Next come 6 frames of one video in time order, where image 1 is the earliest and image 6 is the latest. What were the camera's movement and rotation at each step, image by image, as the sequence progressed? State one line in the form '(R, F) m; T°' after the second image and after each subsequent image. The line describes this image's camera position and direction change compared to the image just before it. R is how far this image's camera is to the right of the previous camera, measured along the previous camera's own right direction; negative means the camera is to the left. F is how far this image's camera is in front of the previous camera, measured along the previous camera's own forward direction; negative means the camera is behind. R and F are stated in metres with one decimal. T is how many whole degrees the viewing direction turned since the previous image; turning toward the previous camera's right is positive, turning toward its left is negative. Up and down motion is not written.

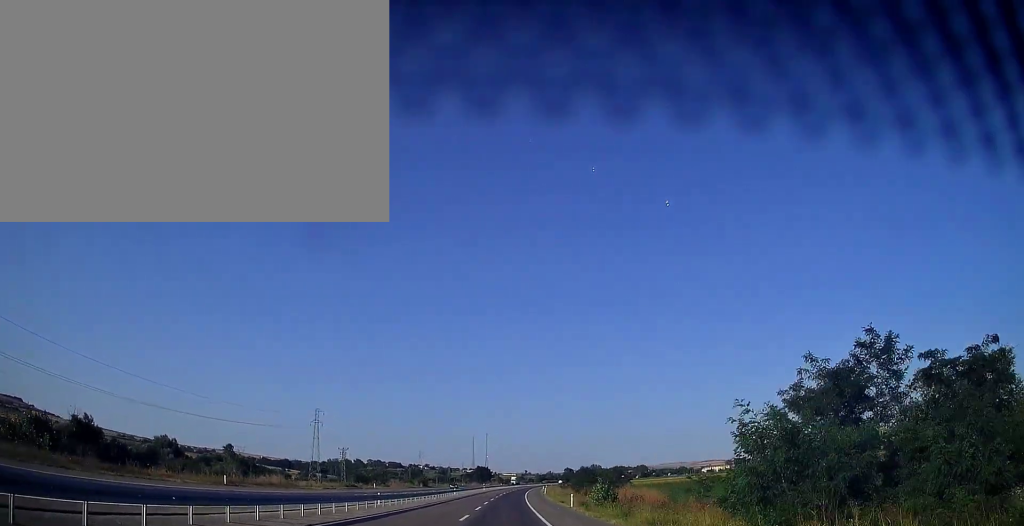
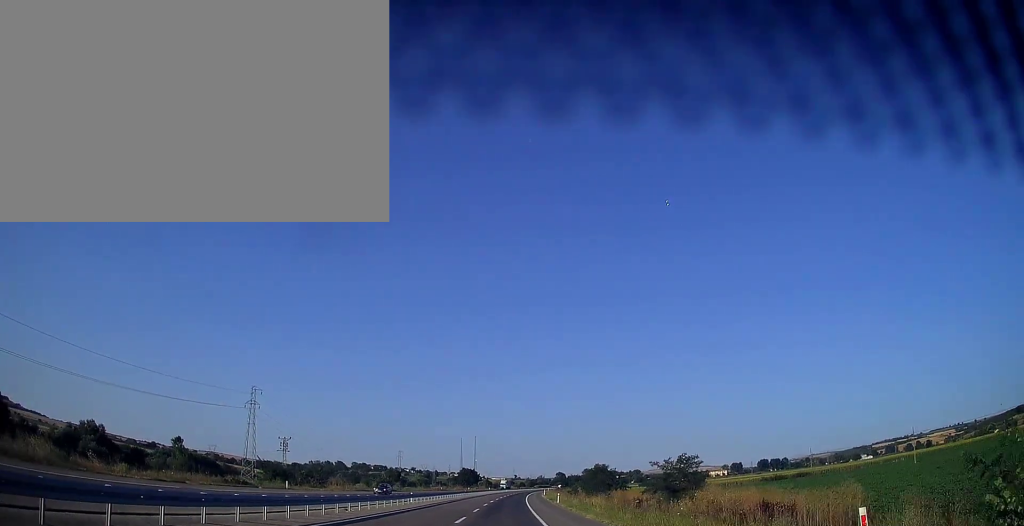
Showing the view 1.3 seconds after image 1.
(+0.4, +37.9) m; +1°
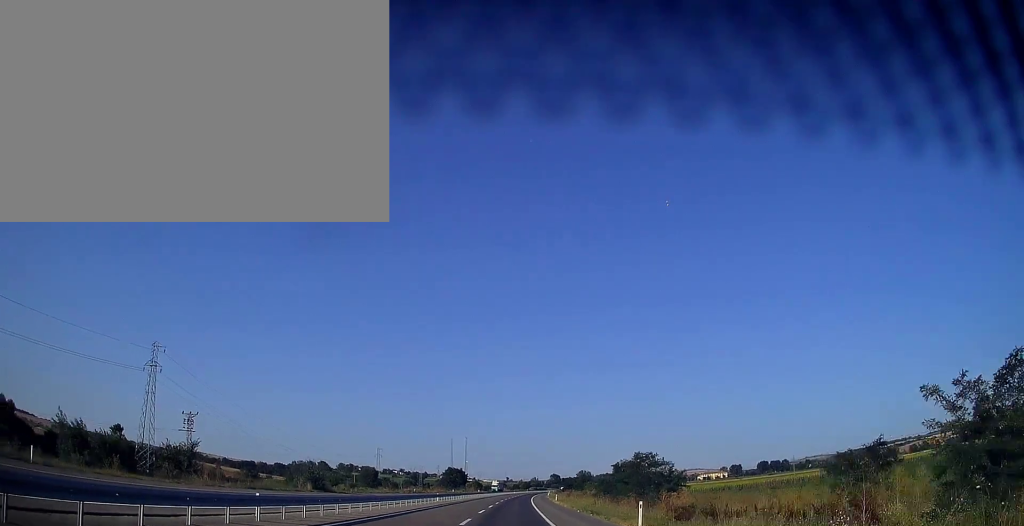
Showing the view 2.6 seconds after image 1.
(+0.2, +37.0) m; 0°
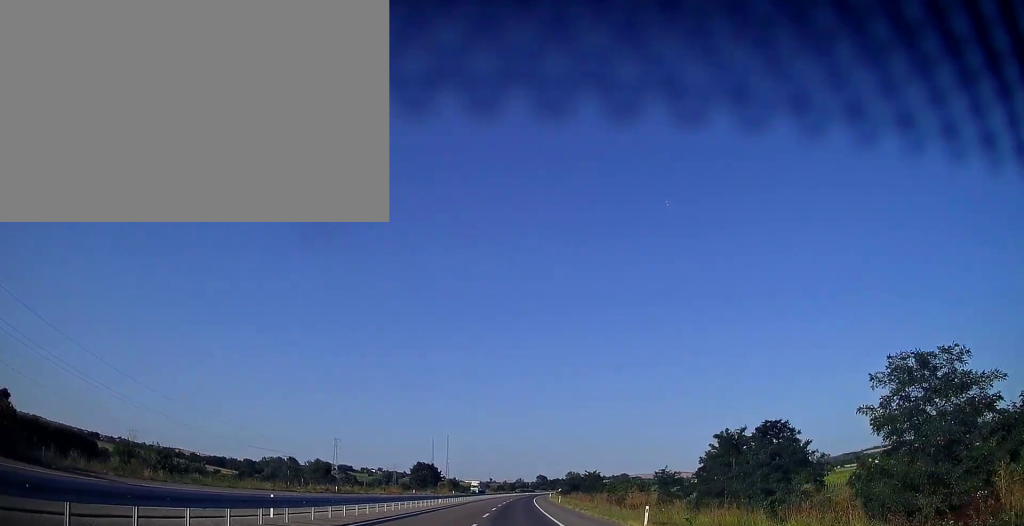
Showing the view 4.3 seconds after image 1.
(+0.3, +50.6) m; +2°
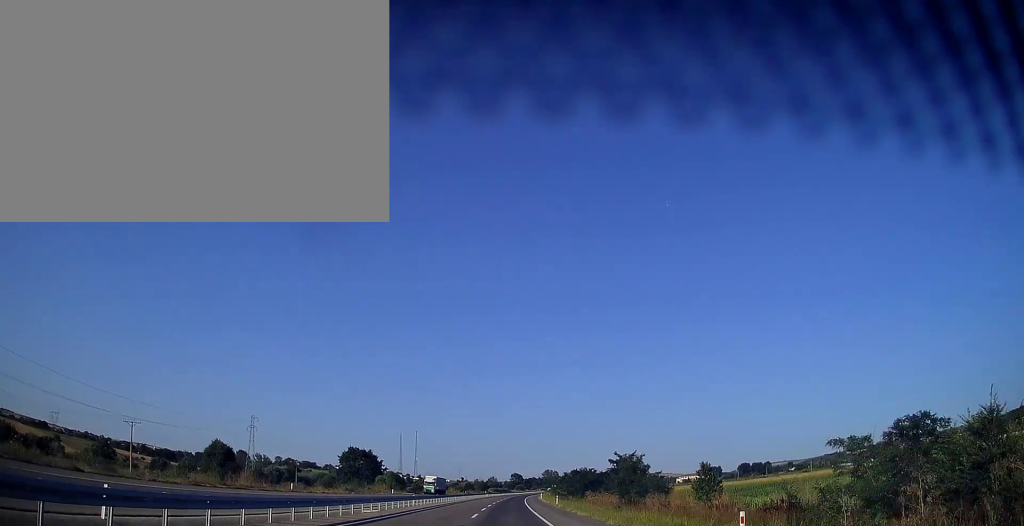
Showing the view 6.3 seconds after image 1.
(+1.8, +59.4) m; +3°
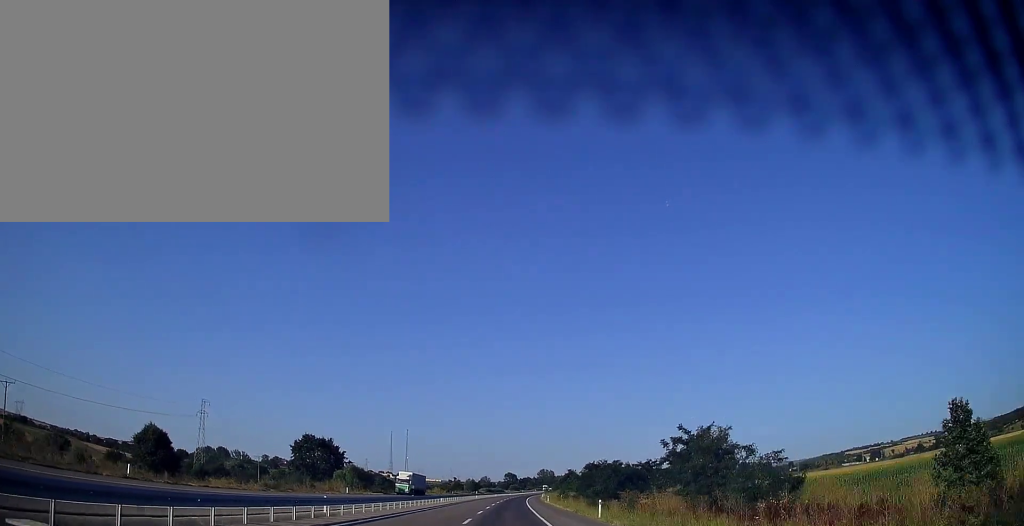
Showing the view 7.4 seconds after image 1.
(+0.3, +30.3) m; +1°
